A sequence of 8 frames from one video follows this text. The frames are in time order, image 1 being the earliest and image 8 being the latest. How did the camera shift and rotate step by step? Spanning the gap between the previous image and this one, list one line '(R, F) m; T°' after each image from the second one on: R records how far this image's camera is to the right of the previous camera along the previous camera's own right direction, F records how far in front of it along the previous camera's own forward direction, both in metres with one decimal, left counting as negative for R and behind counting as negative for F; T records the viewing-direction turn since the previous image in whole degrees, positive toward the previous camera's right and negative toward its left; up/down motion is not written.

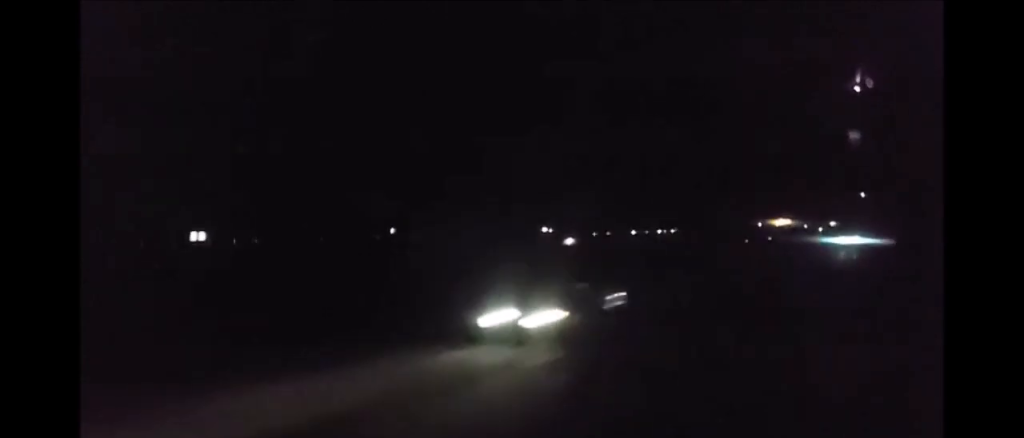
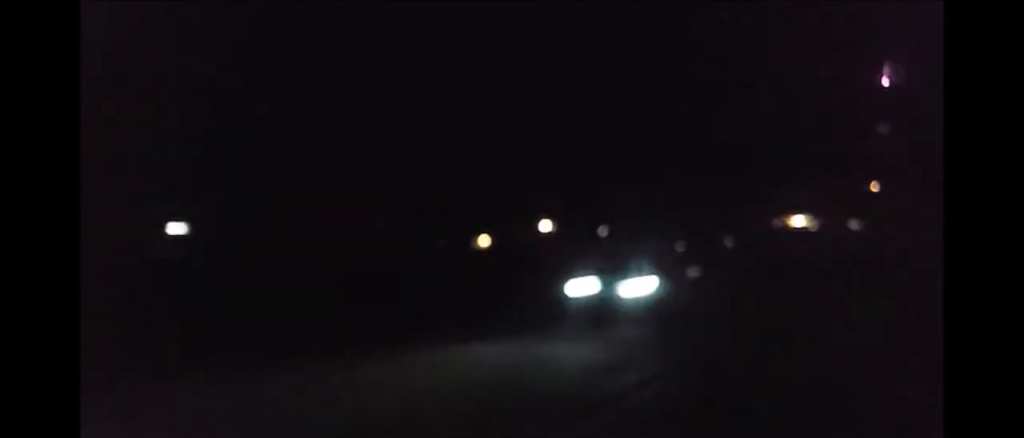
(+0.4, +35.2) m; +2°
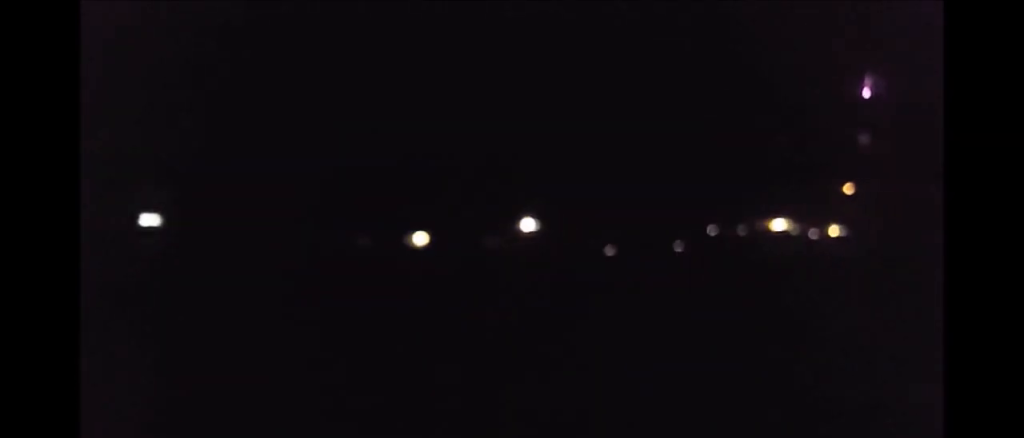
(+0.4, +12.6) m; 0°
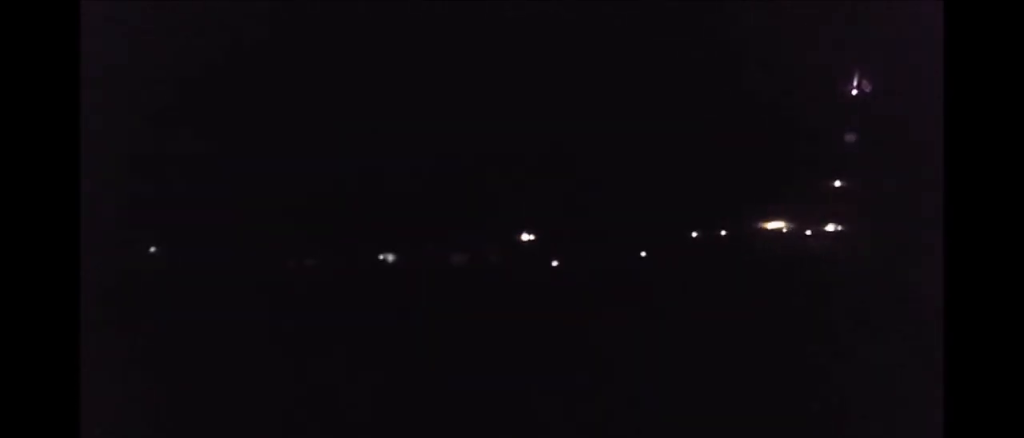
(-0.3, +9.9) m; -1°
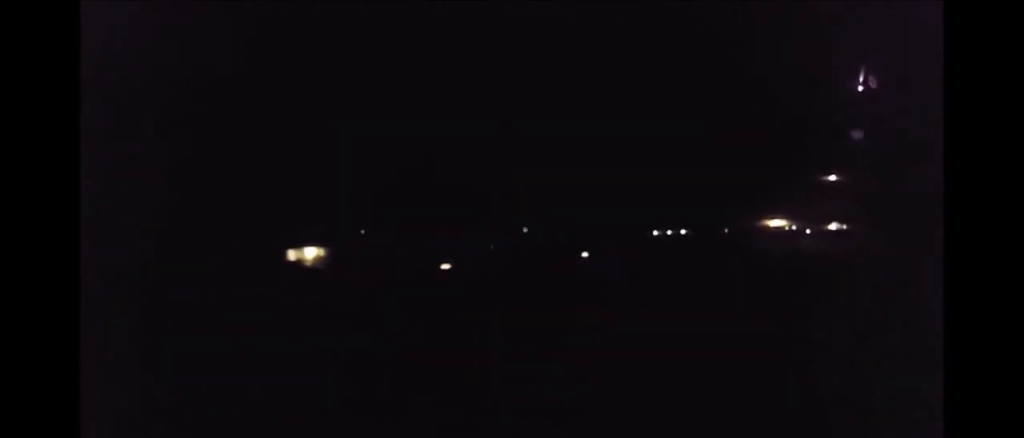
(-0.2, +12.4) m; -1°
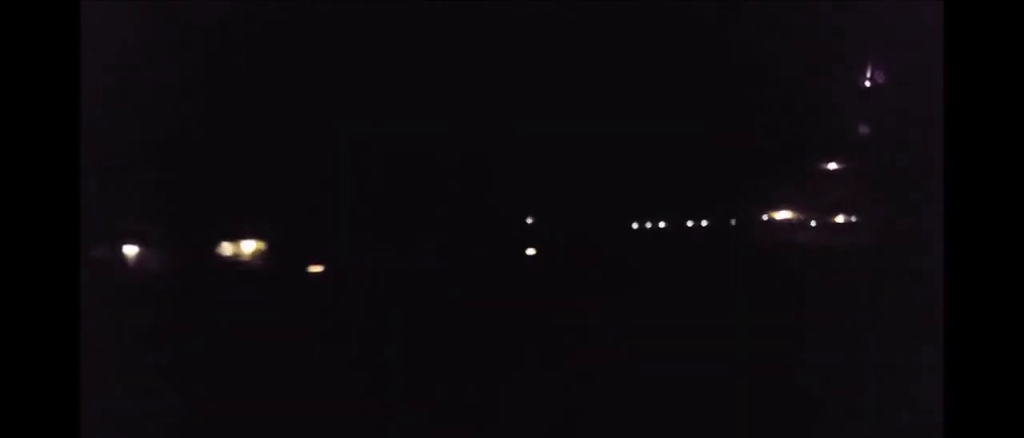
(0.0, +9.9) m; 0°
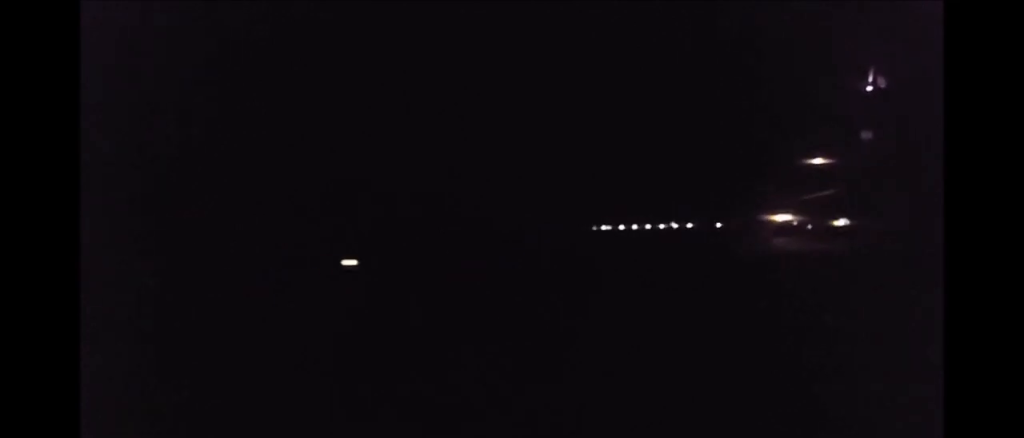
(-0.1, +16.2) m; 0°
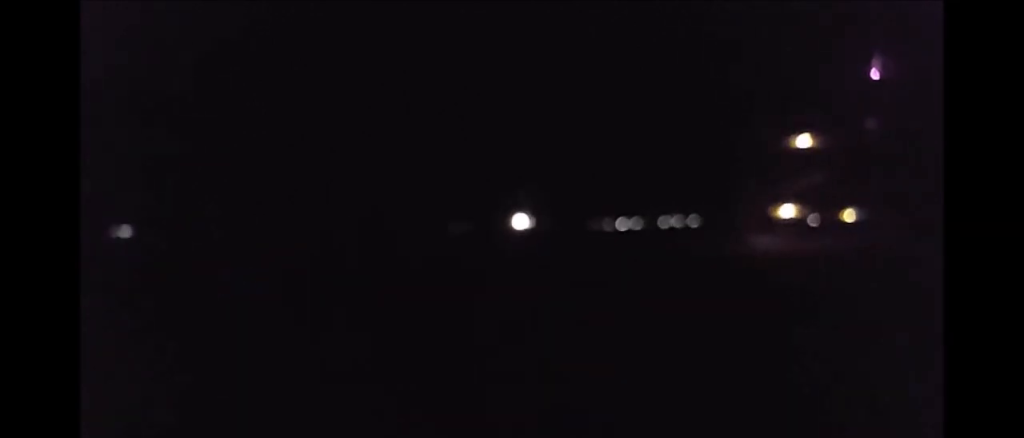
(+0.1, +16.1) m; 0°
